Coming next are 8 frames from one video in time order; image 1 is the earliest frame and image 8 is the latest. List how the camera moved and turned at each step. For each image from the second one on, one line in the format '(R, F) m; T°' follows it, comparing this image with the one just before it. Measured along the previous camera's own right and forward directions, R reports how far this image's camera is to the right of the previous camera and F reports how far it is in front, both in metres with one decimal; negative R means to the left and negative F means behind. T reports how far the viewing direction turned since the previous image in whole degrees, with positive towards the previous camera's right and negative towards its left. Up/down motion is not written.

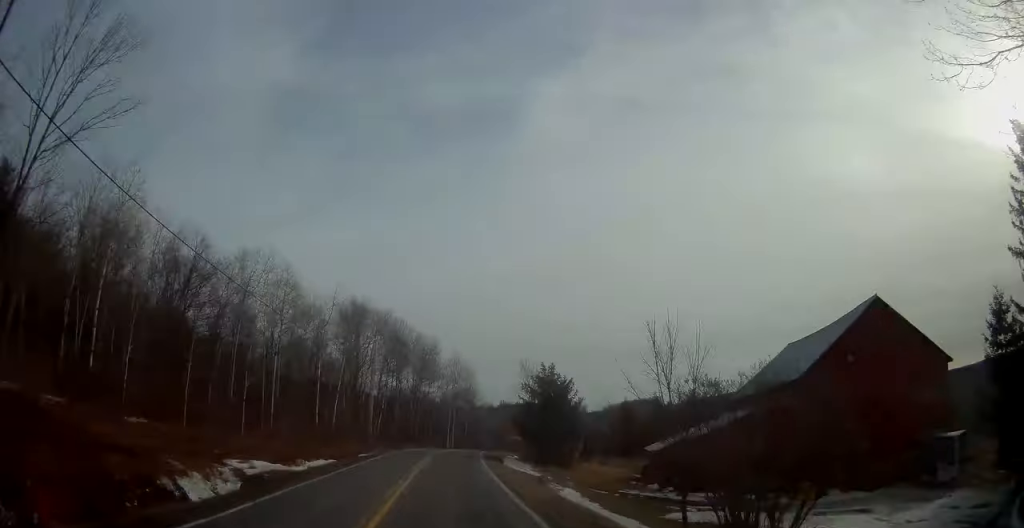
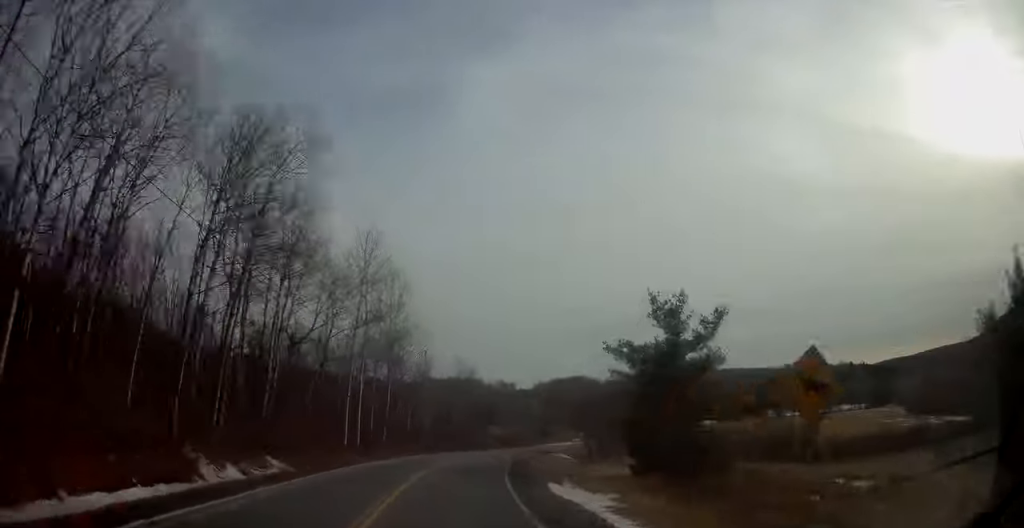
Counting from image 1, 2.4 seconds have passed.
(+2.5, +54.7) m; +9°
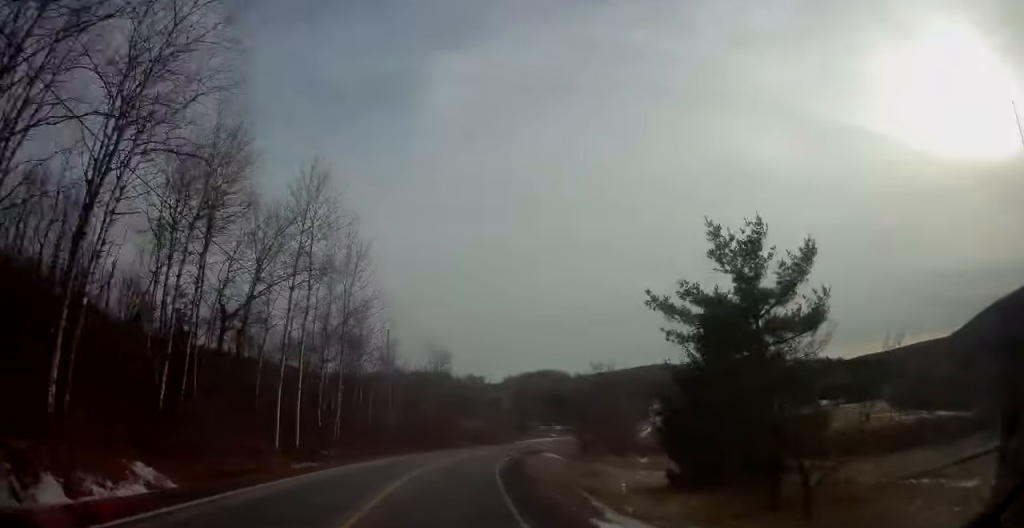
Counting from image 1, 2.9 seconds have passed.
(+0.3, +10.5) m; +3°
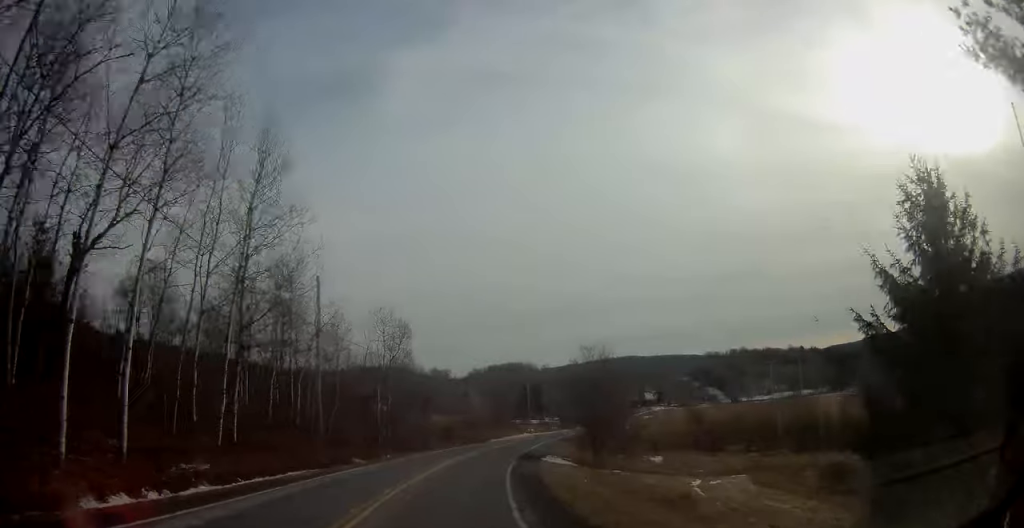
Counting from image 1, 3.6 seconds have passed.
(+0.6, +16.5) m; +6°
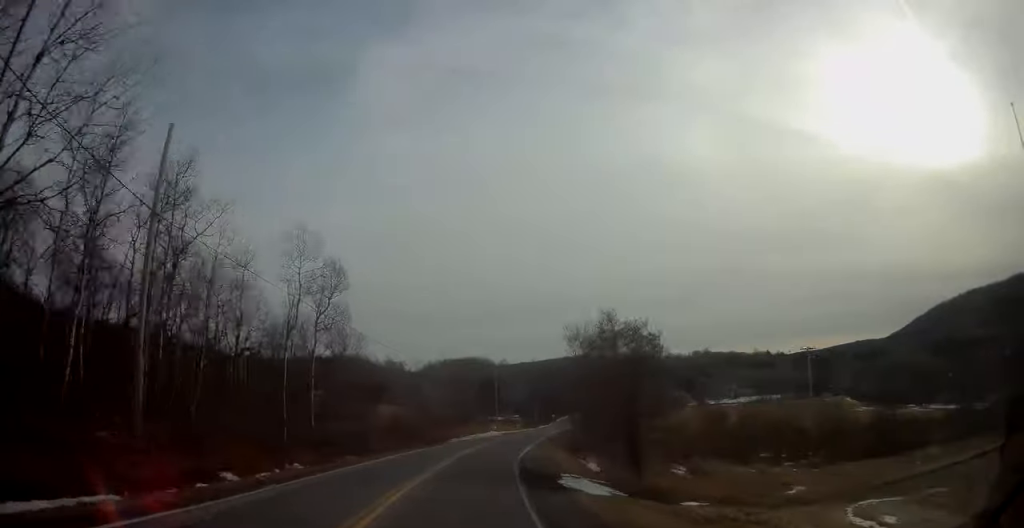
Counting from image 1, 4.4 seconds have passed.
(+1.0, +17.3) m; +5°
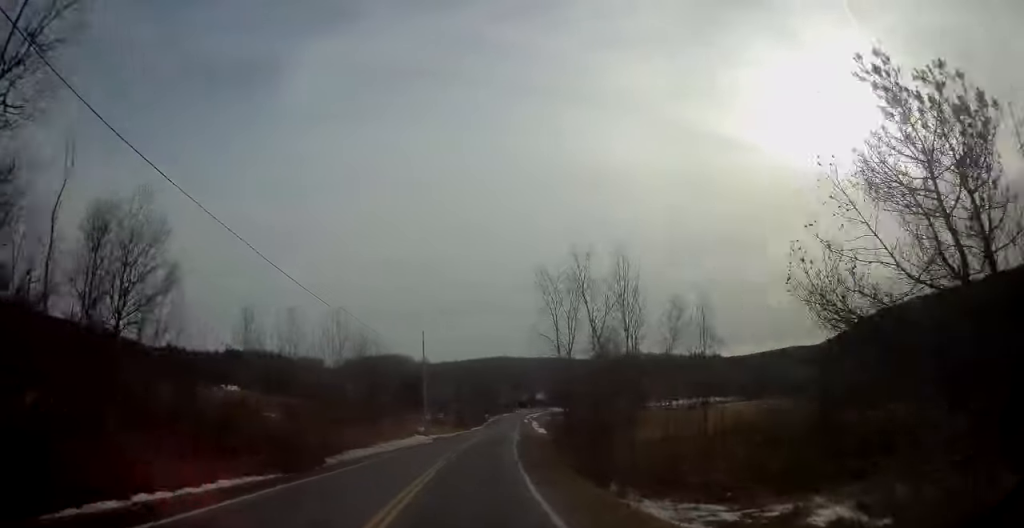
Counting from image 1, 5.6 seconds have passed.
(+1.6, +28.0) m; +7°
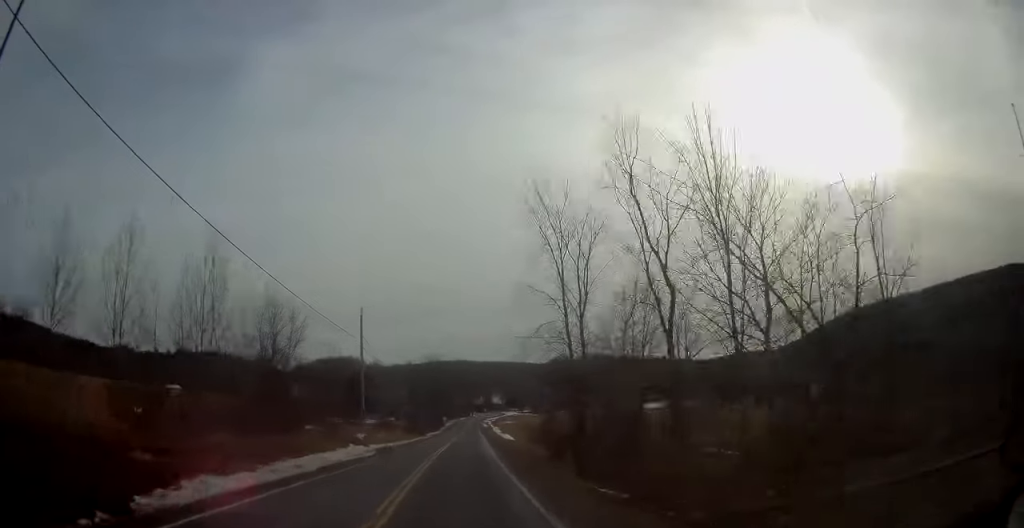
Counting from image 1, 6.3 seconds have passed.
(+0.7, +16.7) m; +2°
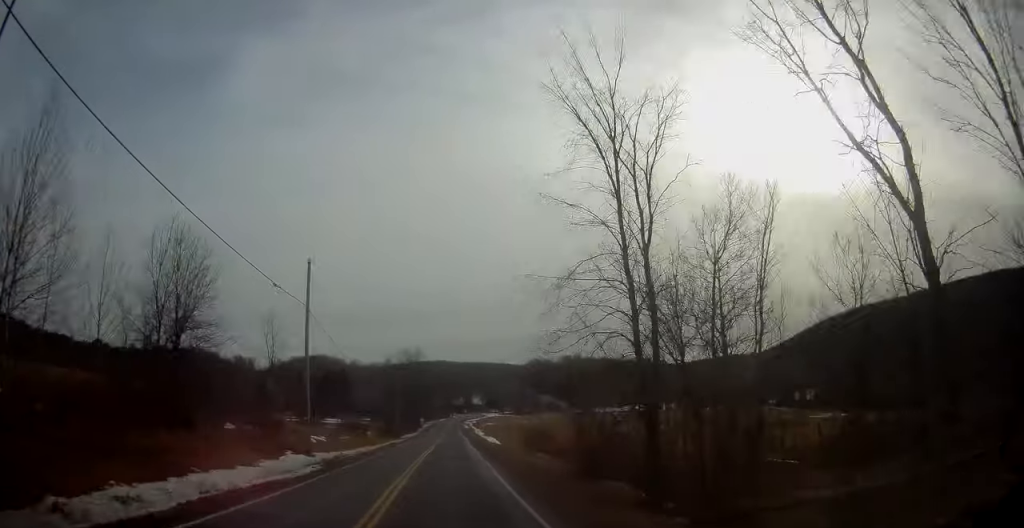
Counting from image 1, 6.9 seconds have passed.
(+0.2, +12.2) m; +1°
